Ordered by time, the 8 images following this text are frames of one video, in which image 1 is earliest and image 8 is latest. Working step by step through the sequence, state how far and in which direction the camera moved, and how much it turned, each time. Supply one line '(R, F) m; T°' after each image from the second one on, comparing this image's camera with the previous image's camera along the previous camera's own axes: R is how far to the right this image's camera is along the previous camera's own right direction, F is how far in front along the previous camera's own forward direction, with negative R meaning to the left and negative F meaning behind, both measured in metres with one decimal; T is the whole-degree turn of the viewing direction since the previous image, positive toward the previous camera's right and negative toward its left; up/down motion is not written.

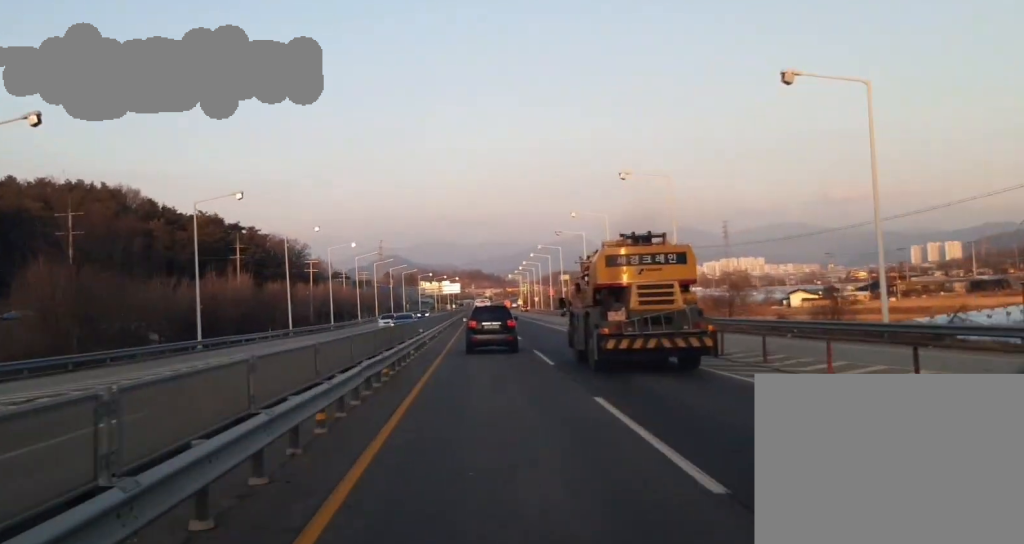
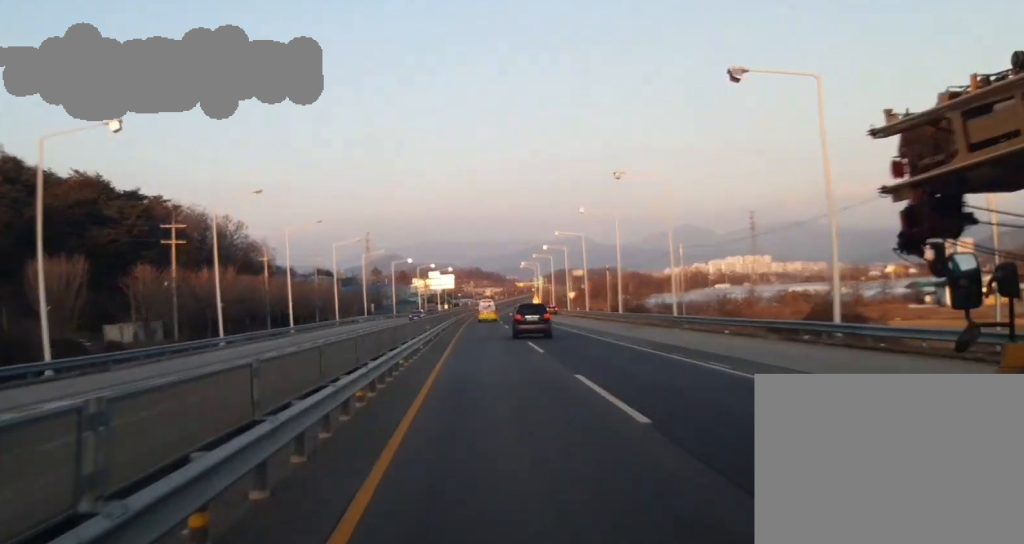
(+0.5, +77.1) m; 0°
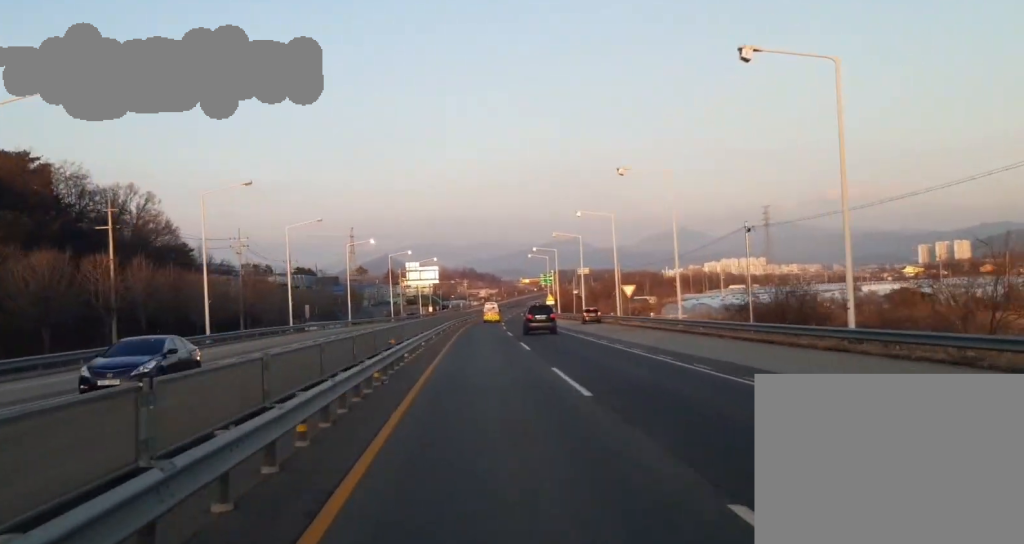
(-0.3, +53.6) m; 0°
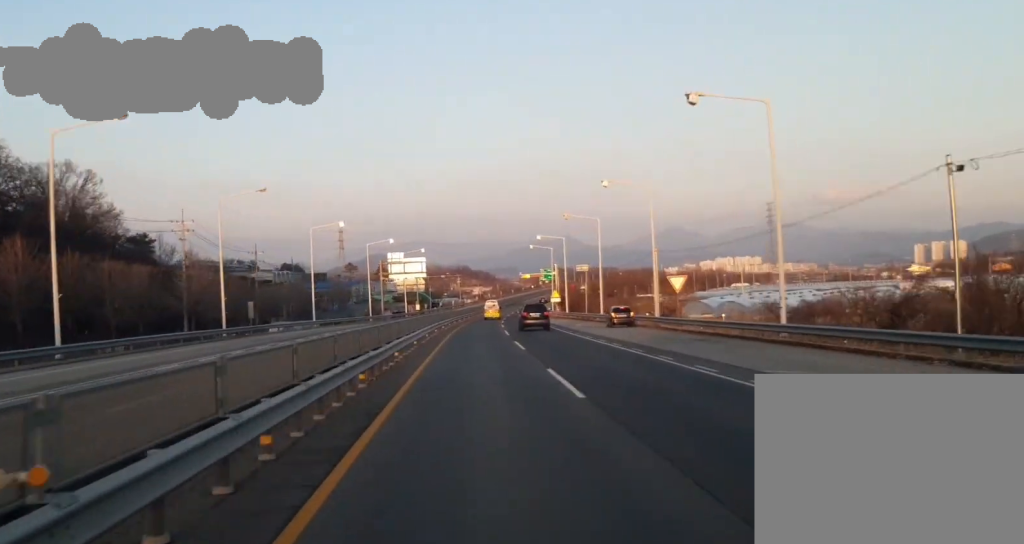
(0.0, +22.1) m; 0°
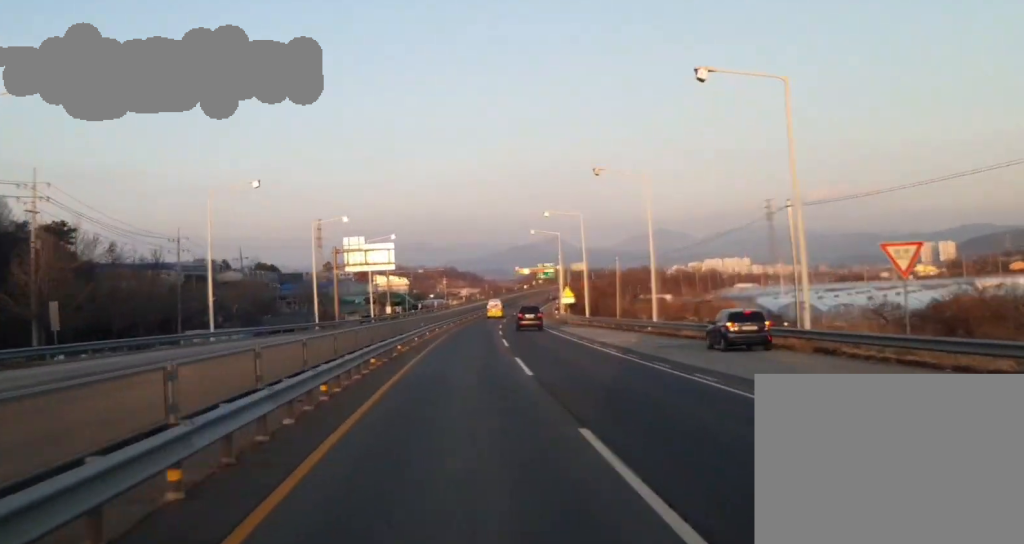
(+0.2, +31.5) m; +1°
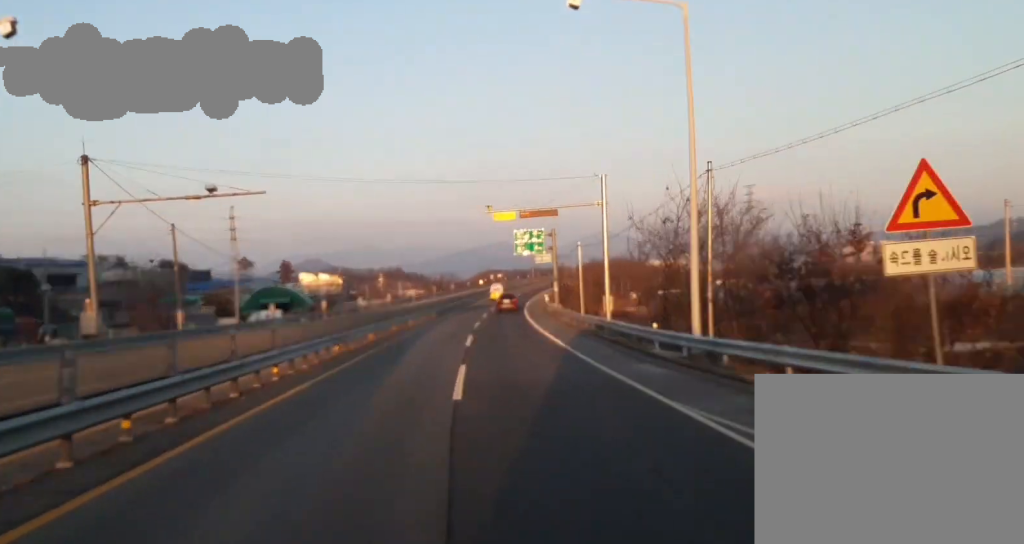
(+2.3, +86.4) m; +3°
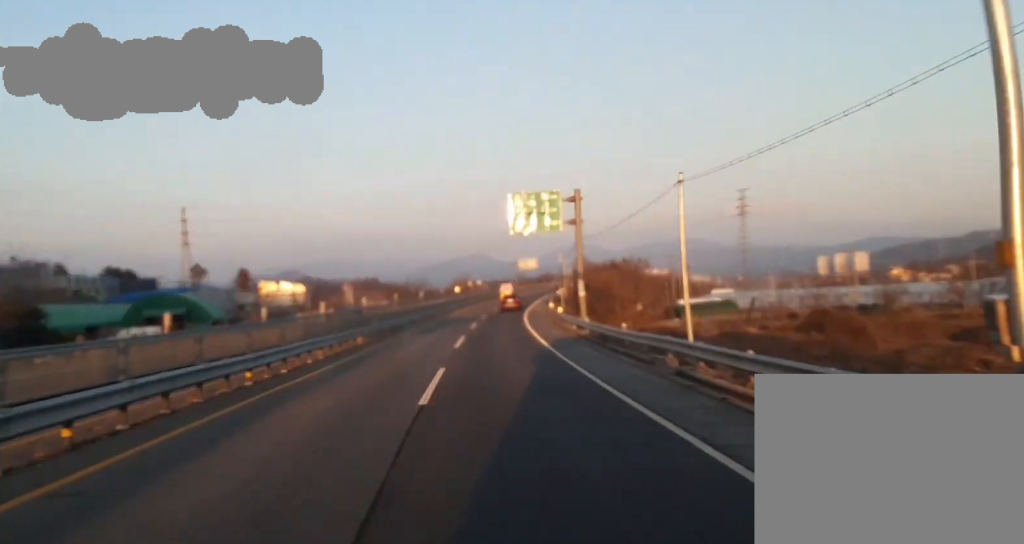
(+0.6, +40.6) m; +2°
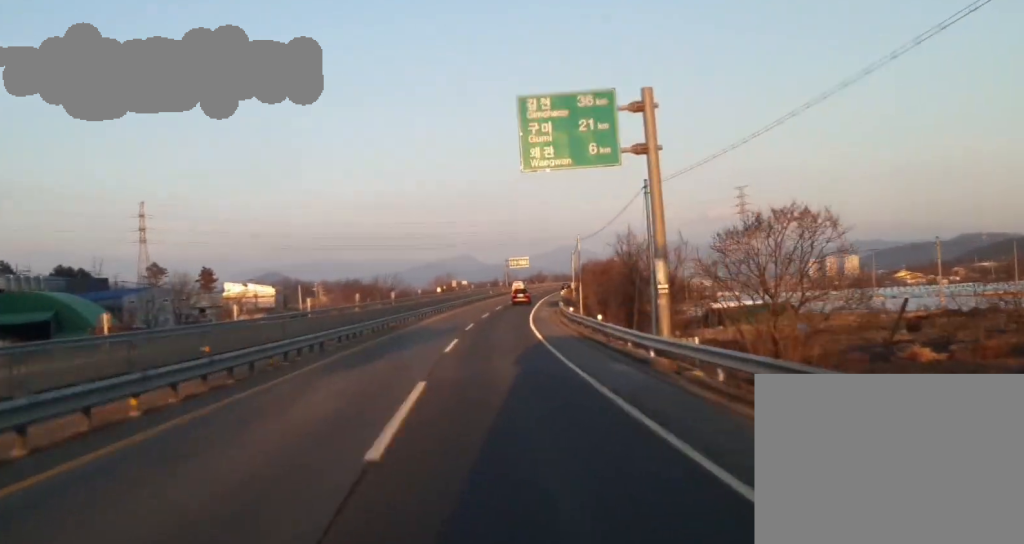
(+0.1, +28.0) m; +1°
